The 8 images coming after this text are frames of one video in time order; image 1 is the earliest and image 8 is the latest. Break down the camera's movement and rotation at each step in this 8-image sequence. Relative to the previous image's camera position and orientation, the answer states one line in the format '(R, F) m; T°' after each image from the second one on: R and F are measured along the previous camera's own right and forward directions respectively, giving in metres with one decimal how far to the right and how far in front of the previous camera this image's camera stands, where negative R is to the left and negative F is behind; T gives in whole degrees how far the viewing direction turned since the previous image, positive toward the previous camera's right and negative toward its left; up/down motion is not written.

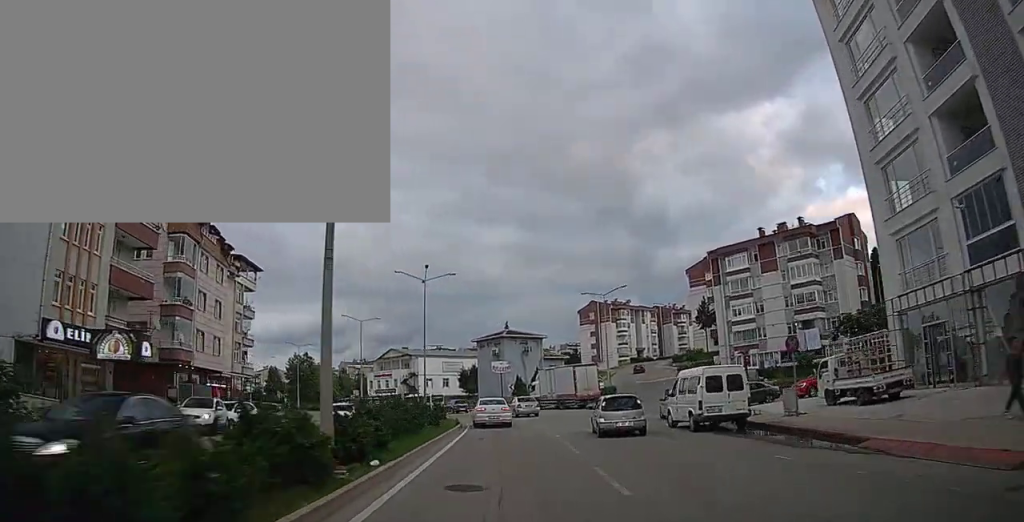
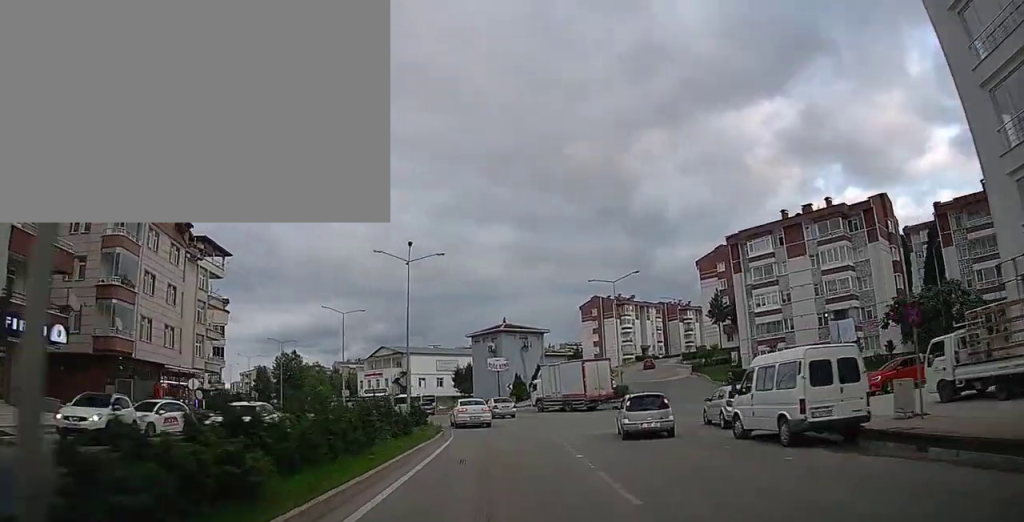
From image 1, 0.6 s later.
(-0.1, +6.9) m; 0°
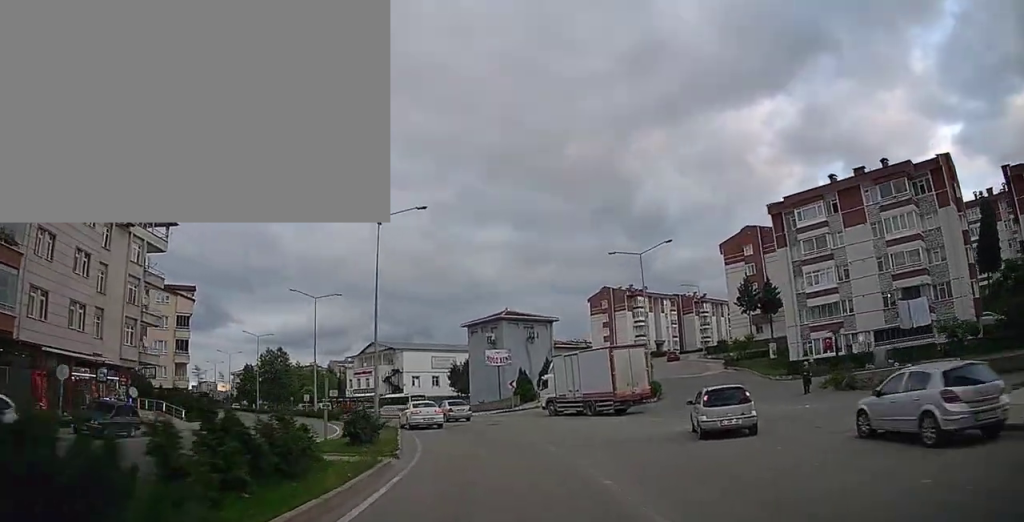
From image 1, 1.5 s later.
(+0.2, +10.2) m; 0°
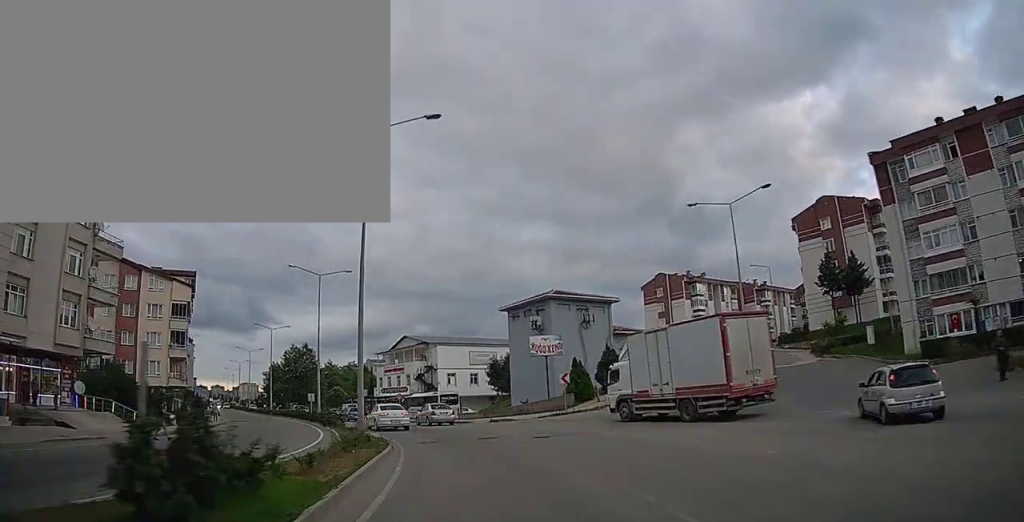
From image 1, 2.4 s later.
(-0.1, +10.6) m; -5°
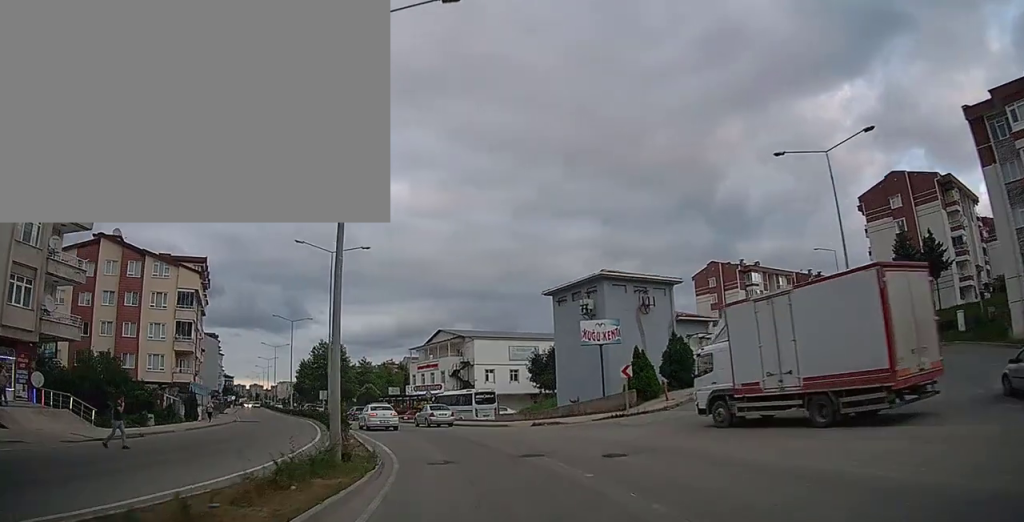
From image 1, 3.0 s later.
(-0.4, +6.8) m; -4°
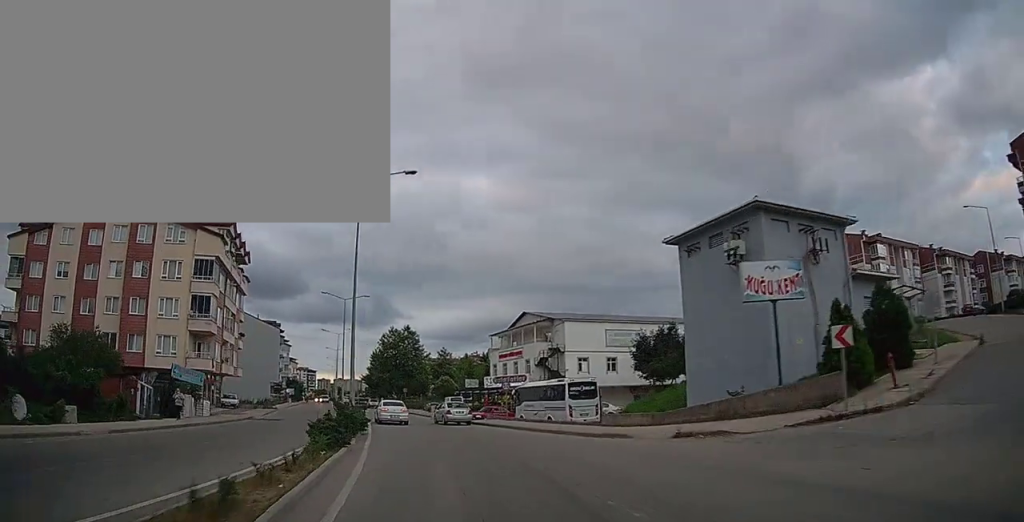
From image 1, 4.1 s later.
(-1.0, +12.3) m; -8°
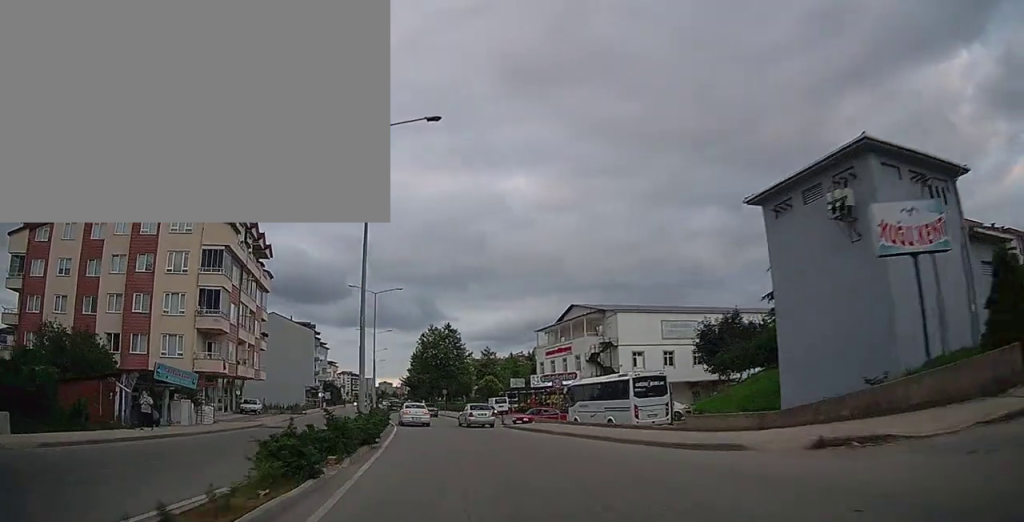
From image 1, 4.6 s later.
(0.0, +5.5) m; -3°
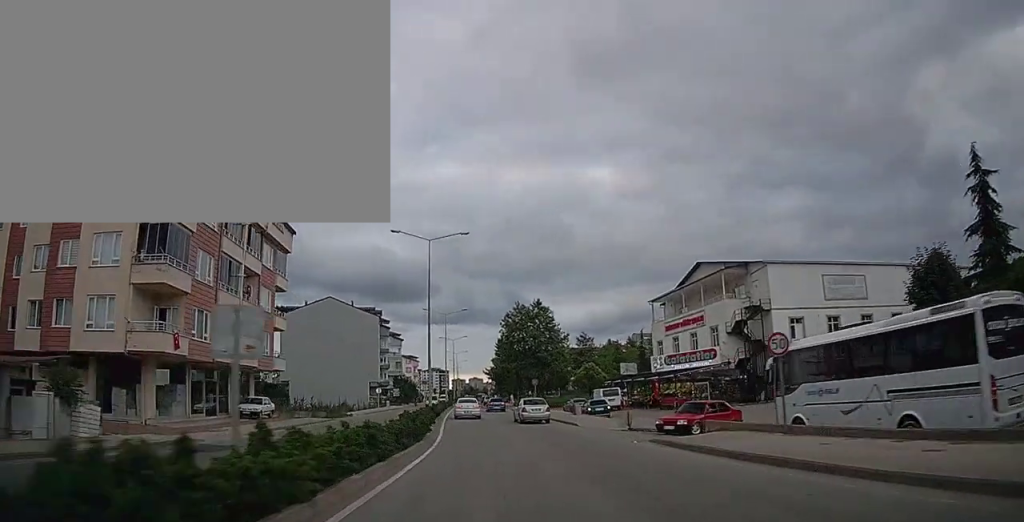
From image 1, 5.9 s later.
(-1.6, +17.0) m; -9°
